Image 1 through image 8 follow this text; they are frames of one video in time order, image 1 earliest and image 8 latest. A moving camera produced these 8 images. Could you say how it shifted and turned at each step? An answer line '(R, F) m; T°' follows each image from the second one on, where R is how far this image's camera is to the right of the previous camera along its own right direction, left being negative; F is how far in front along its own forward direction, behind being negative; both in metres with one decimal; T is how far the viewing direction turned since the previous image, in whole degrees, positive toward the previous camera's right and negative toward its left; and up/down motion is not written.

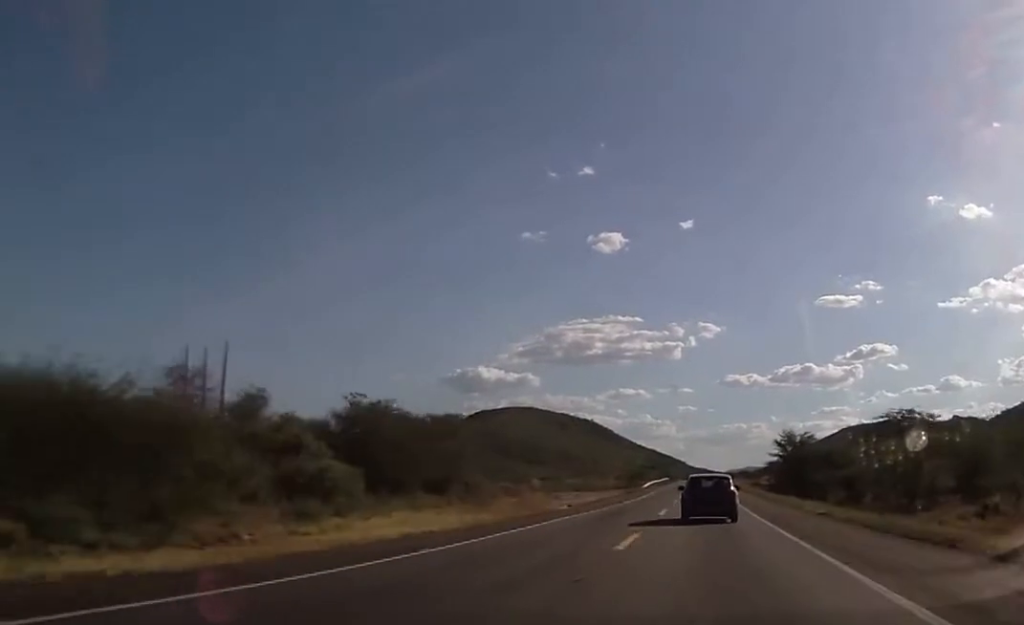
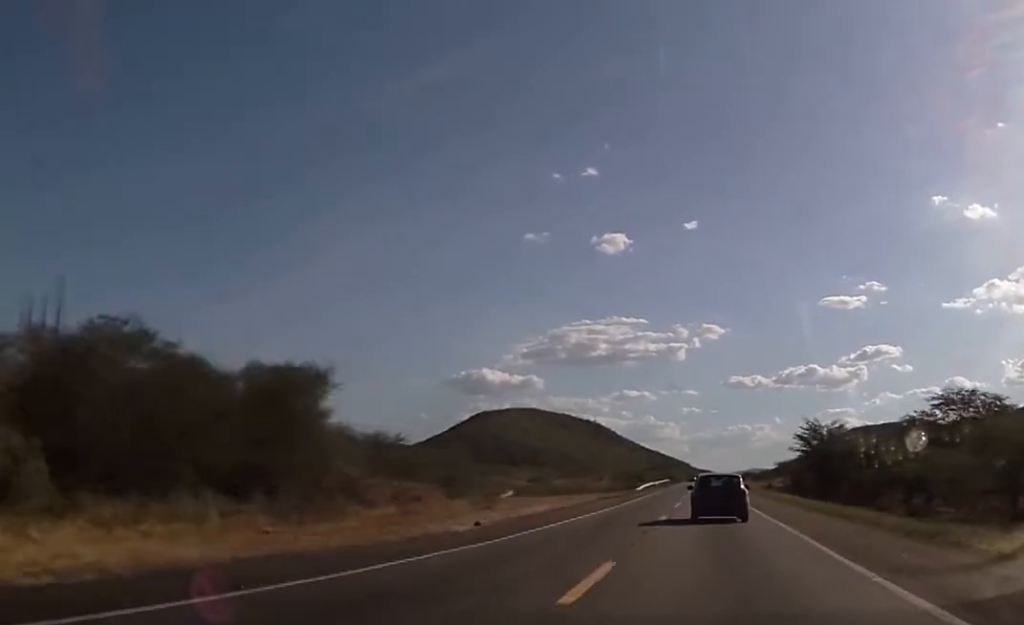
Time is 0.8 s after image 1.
(+0.2, +23.1) m; 0°
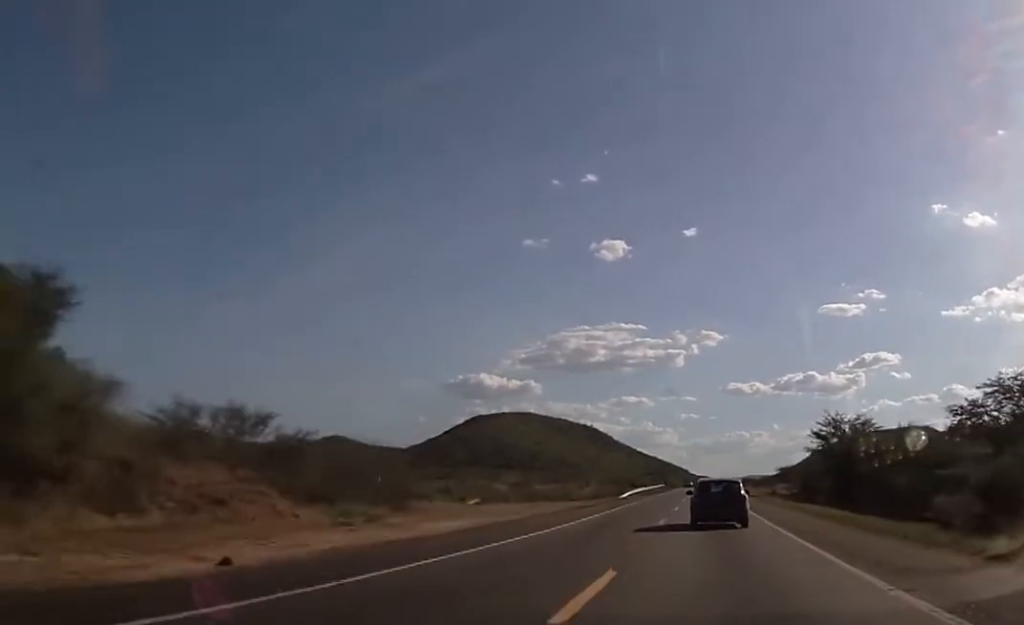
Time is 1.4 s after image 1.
(+0.3, +16.8) m; -1°
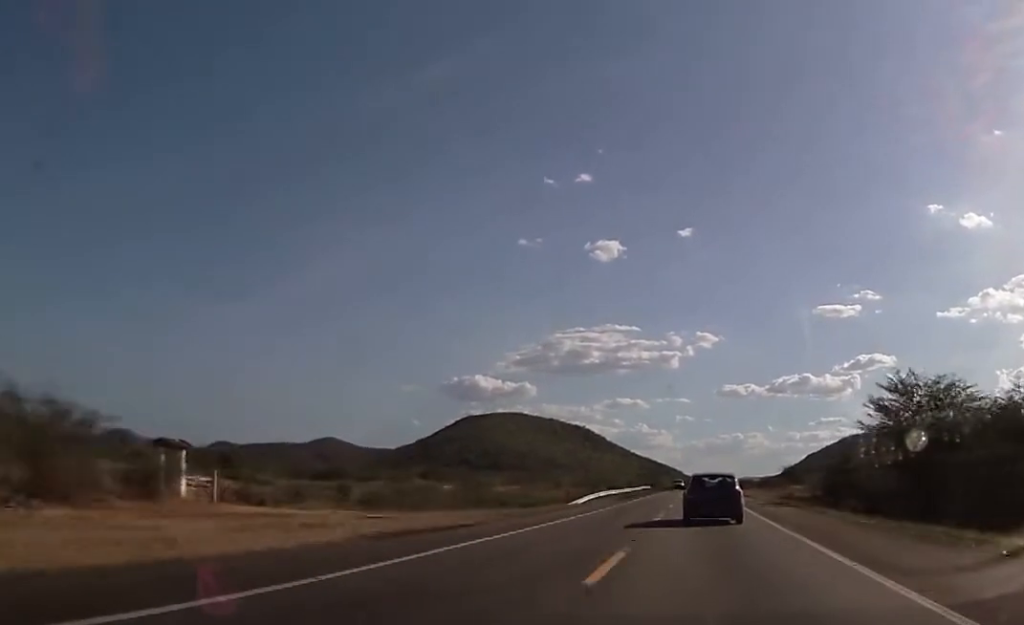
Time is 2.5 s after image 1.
(-0.6, +31.3) m; 0°
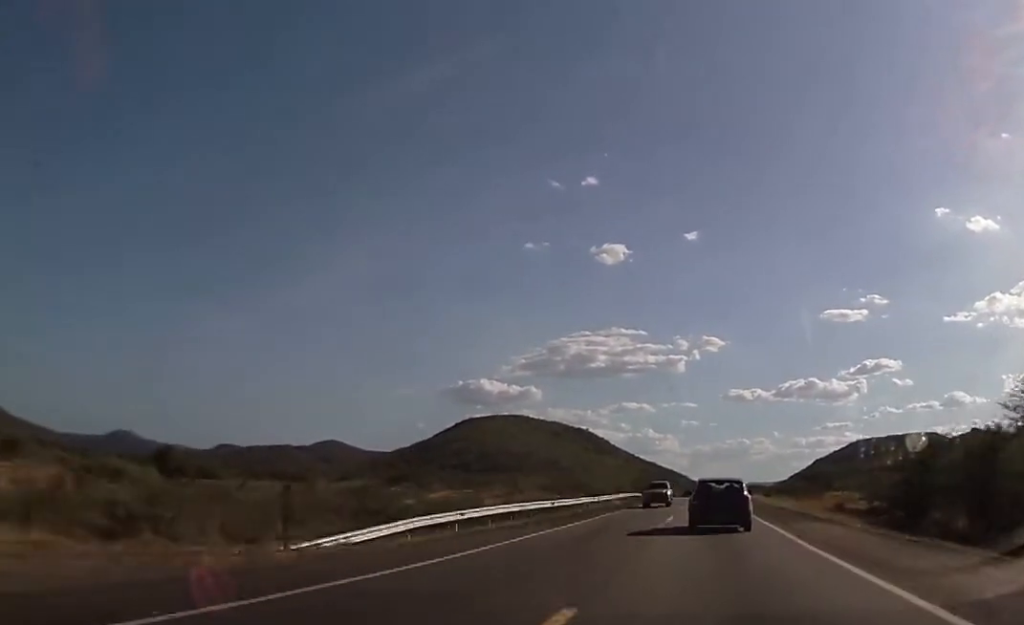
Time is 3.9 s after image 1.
(+0.3, +39.0) m; 0°
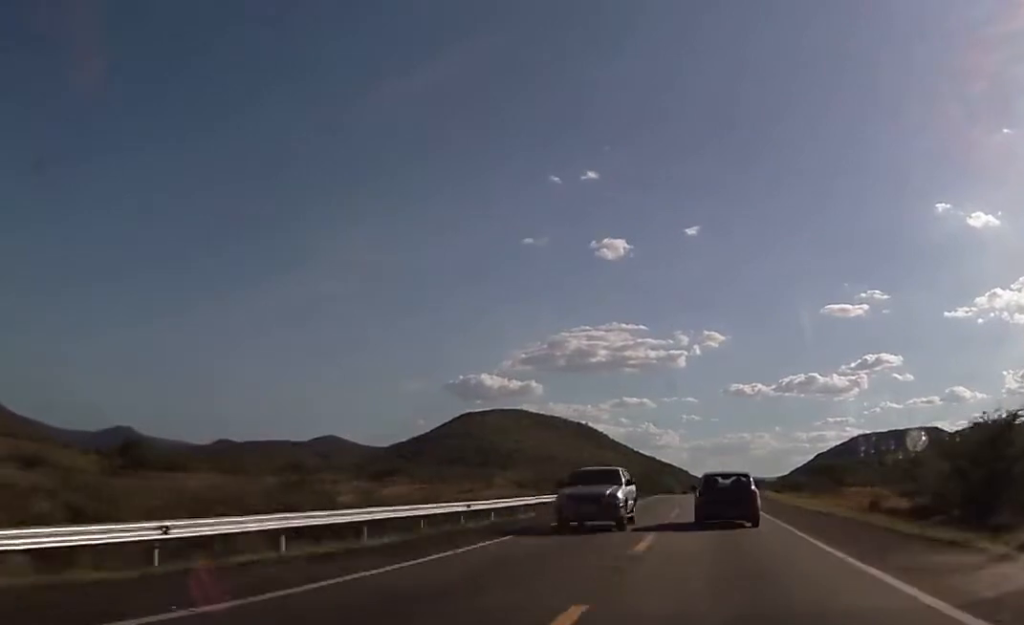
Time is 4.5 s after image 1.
(-0.3, +16.3) m; 0°
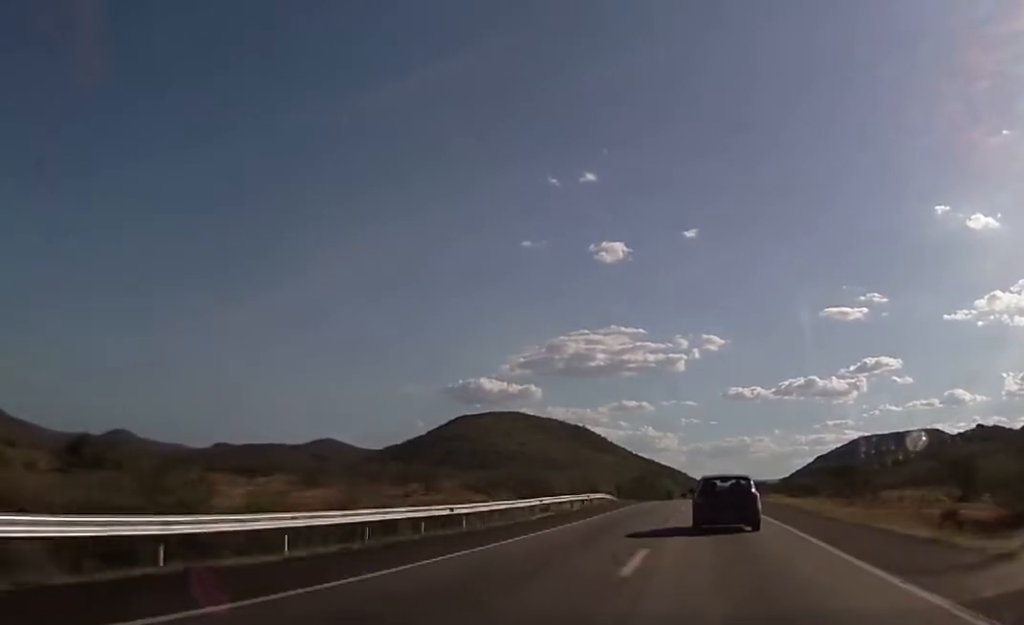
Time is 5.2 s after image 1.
(+0.3, +20.3) m; +1°
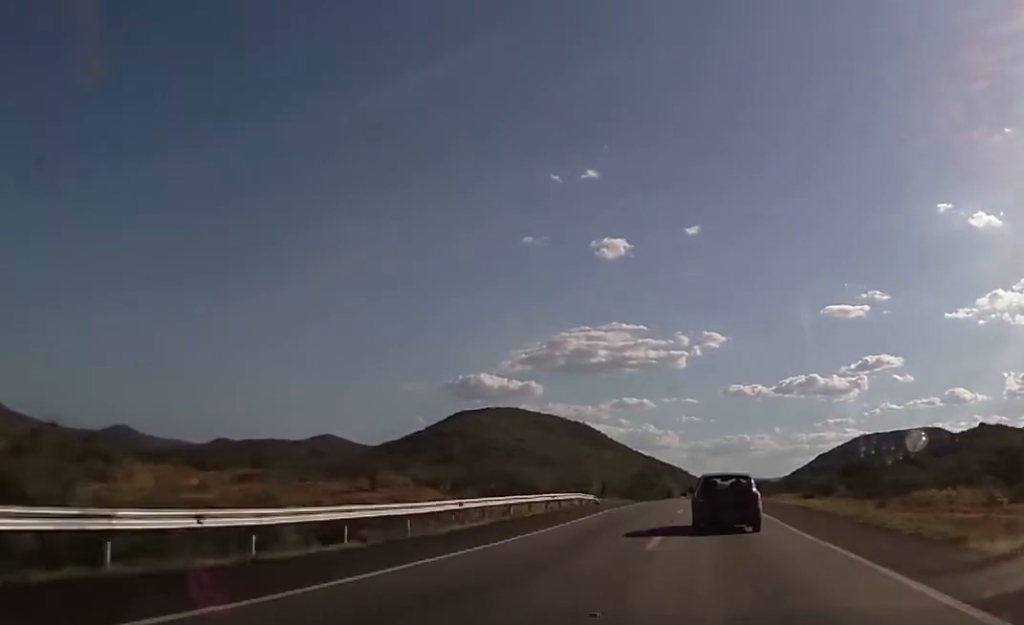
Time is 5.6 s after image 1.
(+0.1, +13.6) m; 0°
